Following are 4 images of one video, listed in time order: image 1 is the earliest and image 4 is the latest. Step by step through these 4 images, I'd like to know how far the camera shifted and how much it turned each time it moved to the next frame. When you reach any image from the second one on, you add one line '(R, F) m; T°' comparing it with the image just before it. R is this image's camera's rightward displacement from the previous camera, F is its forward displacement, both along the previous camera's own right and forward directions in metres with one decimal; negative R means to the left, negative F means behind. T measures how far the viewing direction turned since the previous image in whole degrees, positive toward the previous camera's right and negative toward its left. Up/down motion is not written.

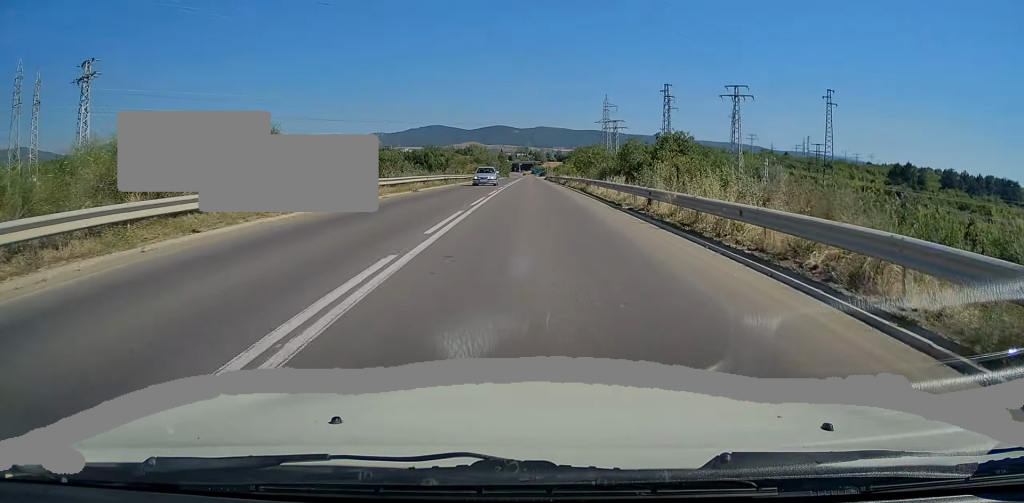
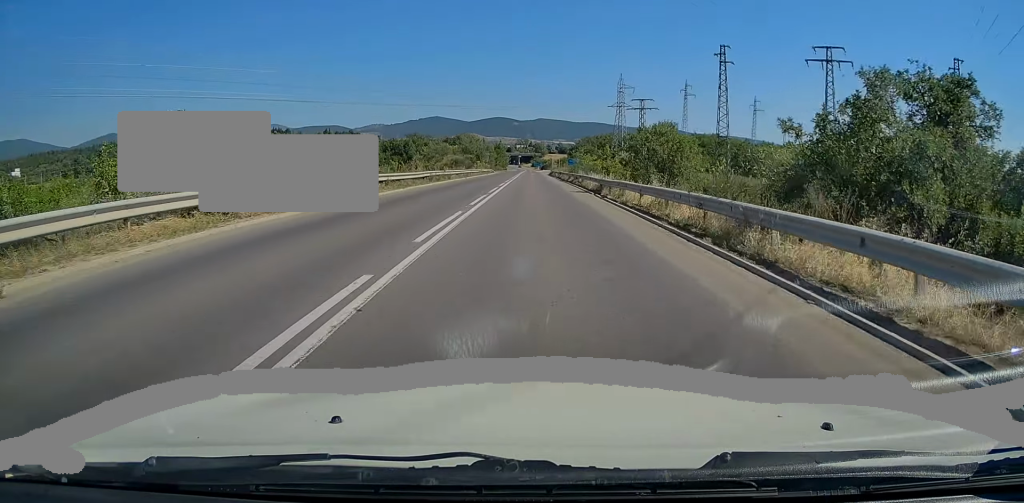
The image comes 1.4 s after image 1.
(0.0, +28.5) m; 0°
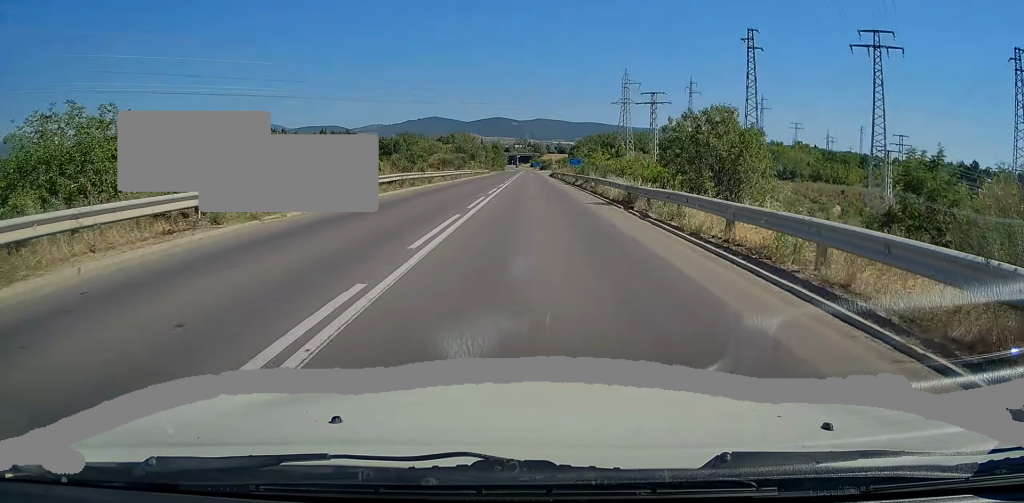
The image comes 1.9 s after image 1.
(0.0, +9.5) m; 0°
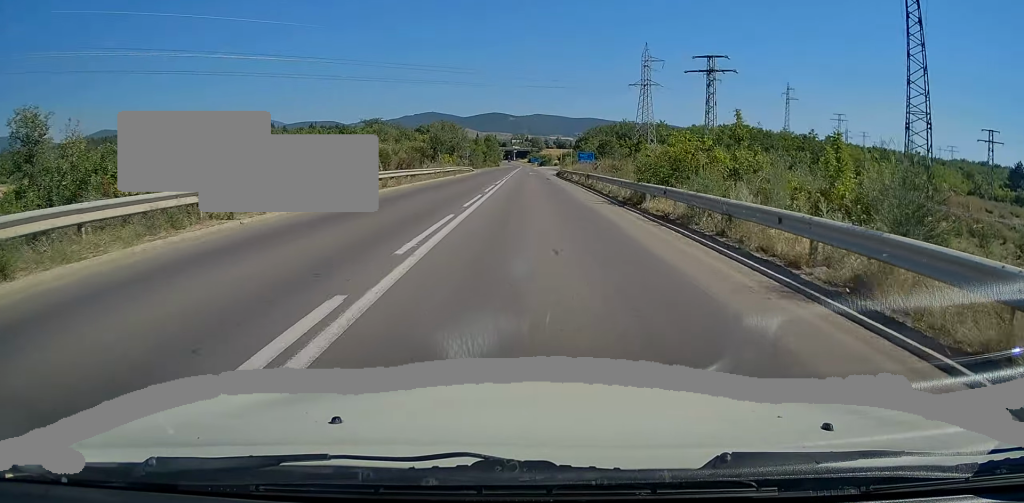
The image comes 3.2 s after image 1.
(0.0, +27.7) m; 0°
